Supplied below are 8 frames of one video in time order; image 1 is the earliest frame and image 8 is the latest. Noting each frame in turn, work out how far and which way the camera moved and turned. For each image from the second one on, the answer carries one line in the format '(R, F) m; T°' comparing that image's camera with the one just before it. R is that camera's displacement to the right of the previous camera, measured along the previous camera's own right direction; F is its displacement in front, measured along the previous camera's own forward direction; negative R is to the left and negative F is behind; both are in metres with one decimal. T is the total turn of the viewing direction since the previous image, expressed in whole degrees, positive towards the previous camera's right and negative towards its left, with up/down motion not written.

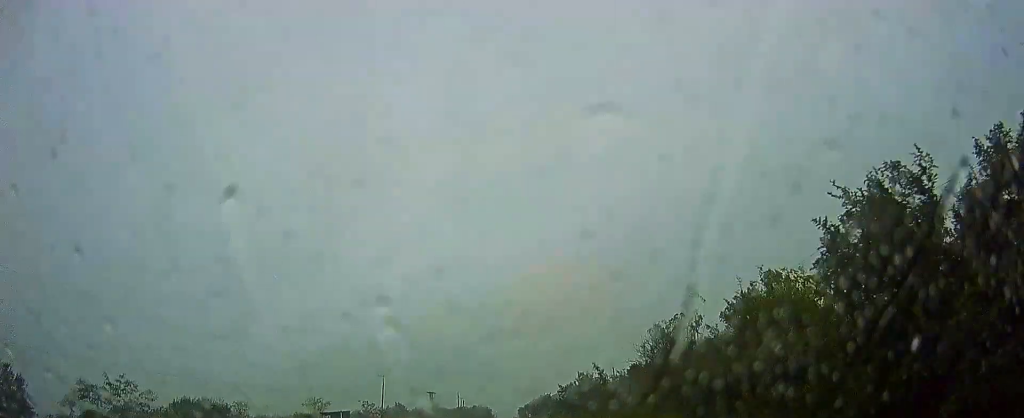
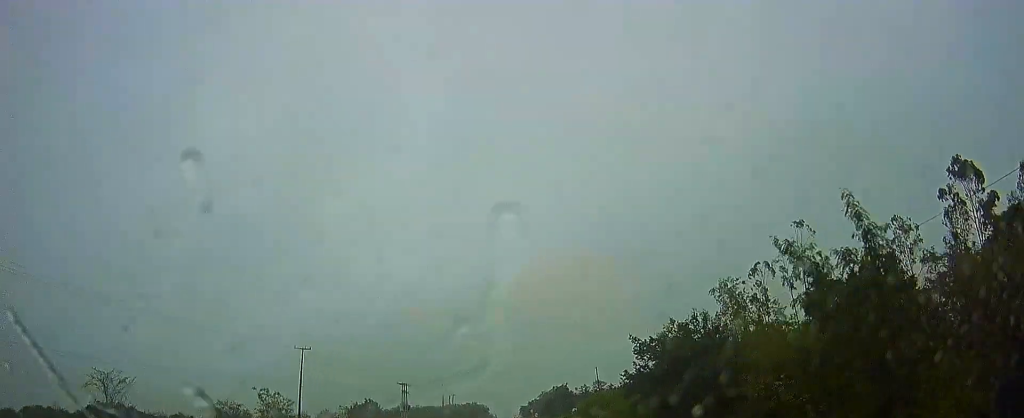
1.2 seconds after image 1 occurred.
(0.0, +42.4) m; +1°
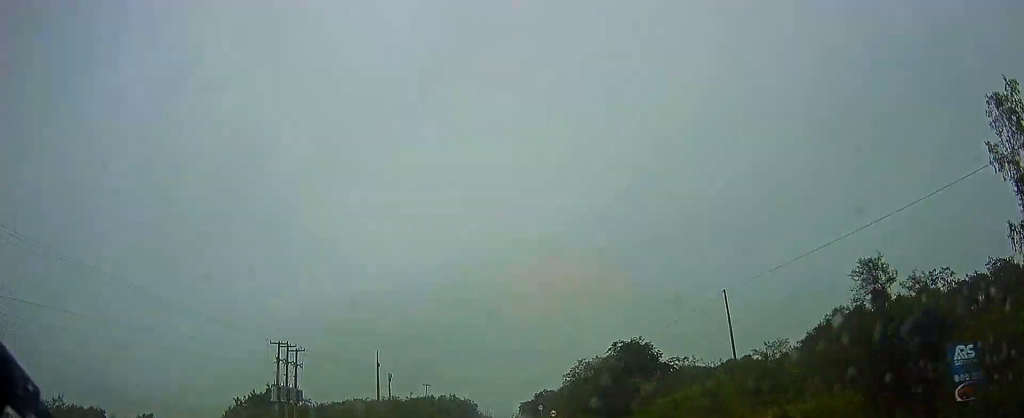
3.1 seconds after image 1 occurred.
(+0.1, +64.9) m; -1°
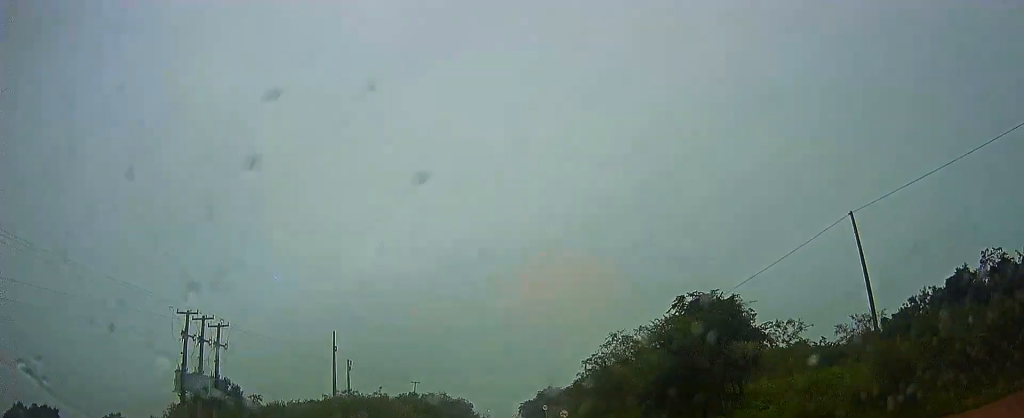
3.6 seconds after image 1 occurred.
(-0.1, +17.7) m; 0°
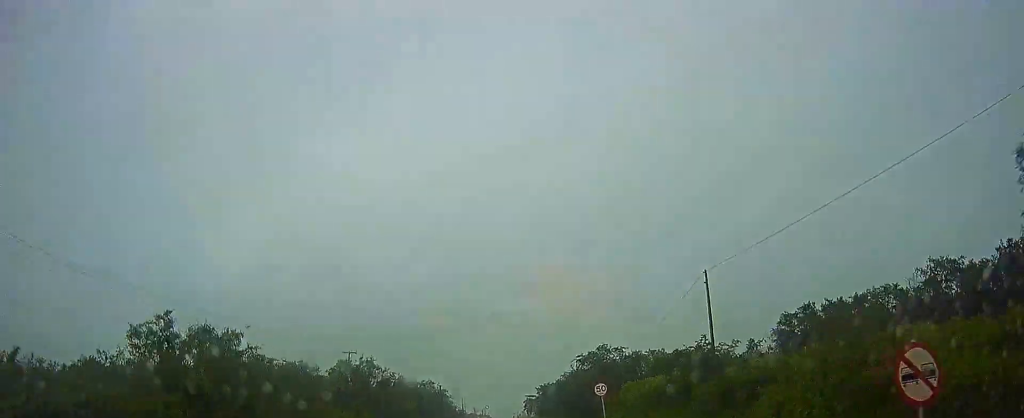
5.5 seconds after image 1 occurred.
(+1.0, +59.7) m; +1°
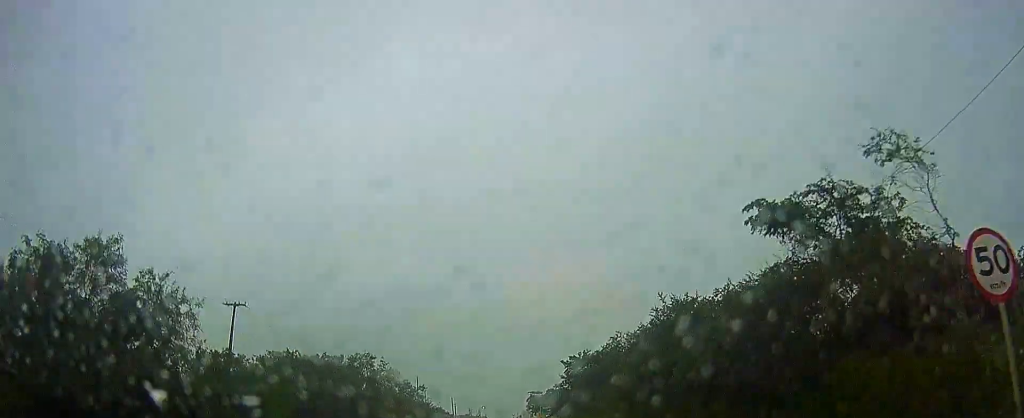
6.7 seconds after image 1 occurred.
(-0.6, +36.5) m; -1°
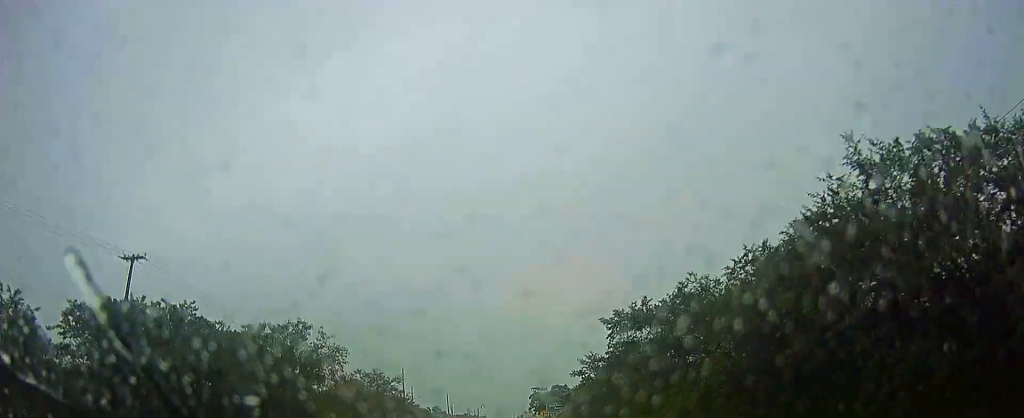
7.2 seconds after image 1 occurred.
(-0.1, +15.7) m; 0°
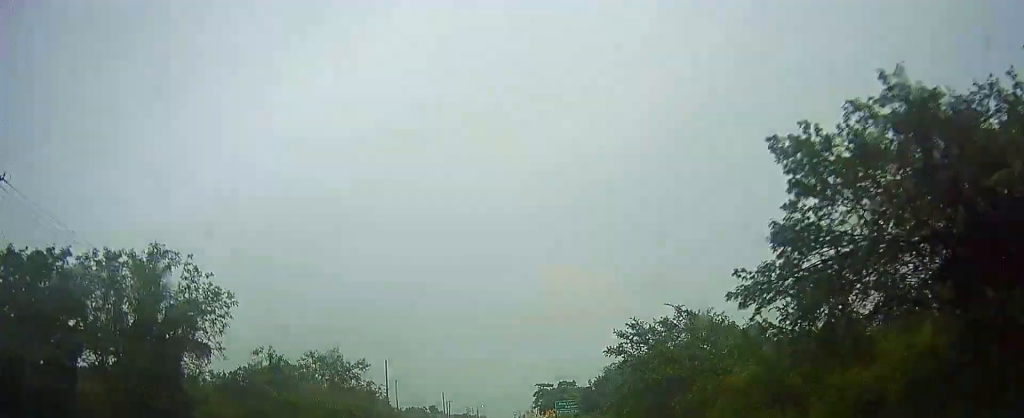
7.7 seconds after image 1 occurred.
(0.0, +14.3) m; 0°
